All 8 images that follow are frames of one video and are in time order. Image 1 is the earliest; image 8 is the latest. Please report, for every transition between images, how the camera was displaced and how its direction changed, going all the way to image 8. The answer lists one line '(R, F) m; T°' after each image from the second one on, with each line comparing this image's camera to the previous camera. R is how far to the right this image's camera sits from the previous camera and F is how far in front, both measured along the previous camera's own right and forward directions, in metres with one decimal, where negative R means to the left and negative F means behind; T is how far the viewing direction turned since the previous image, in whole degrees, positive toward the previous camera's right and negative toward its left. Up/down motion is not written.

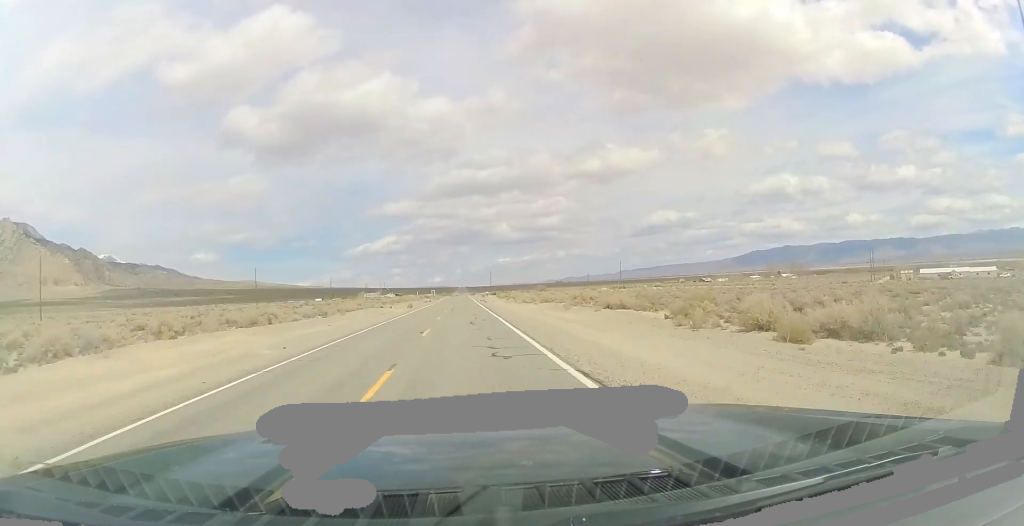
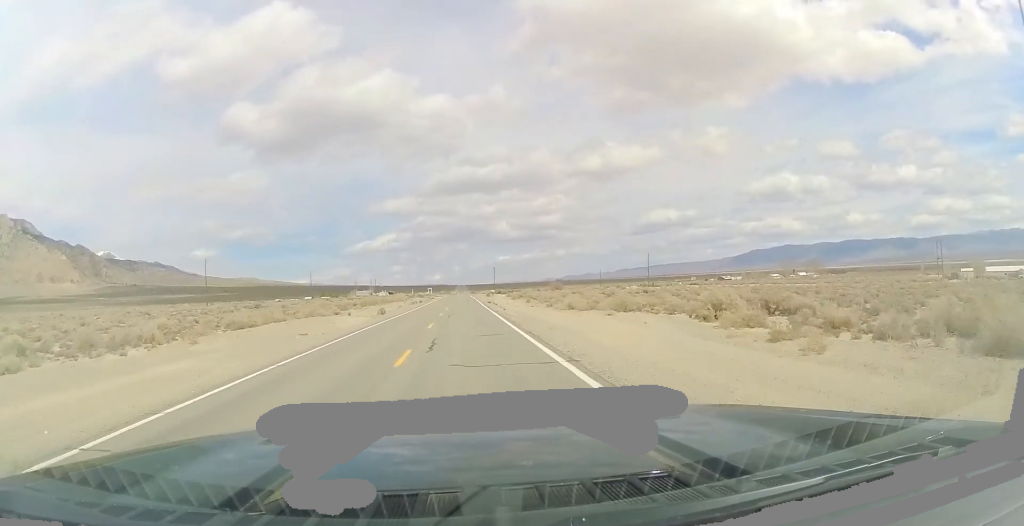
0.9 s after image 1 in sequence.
(+0.2, +32.8) m; +1°
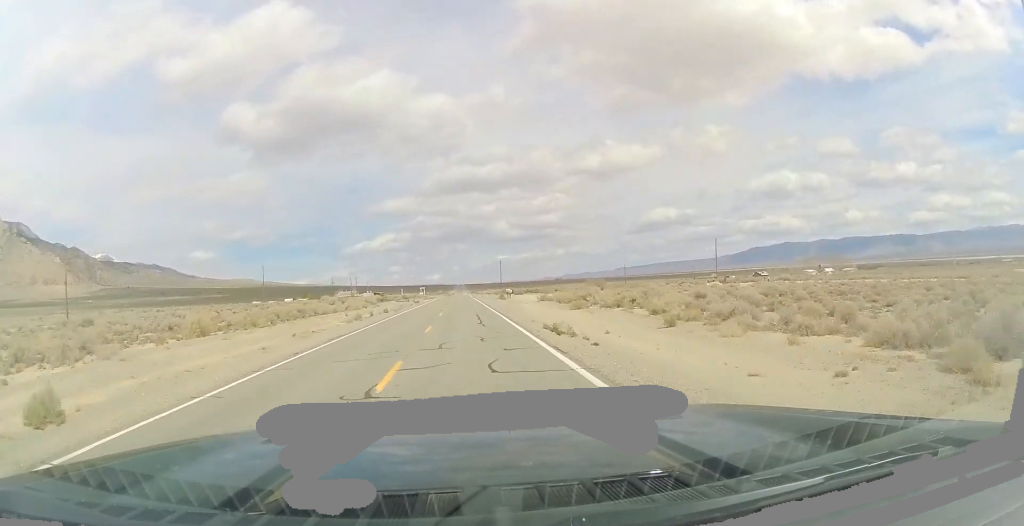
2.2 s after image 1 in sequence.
(+0.3, +51.5) m; 0°
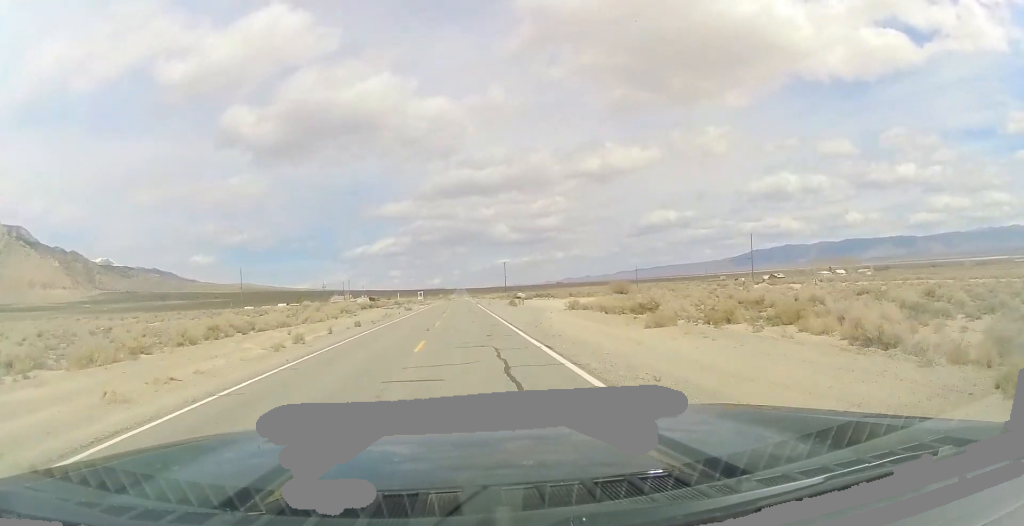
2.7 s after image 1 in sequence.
(-0.1, +17.6) m; 0°
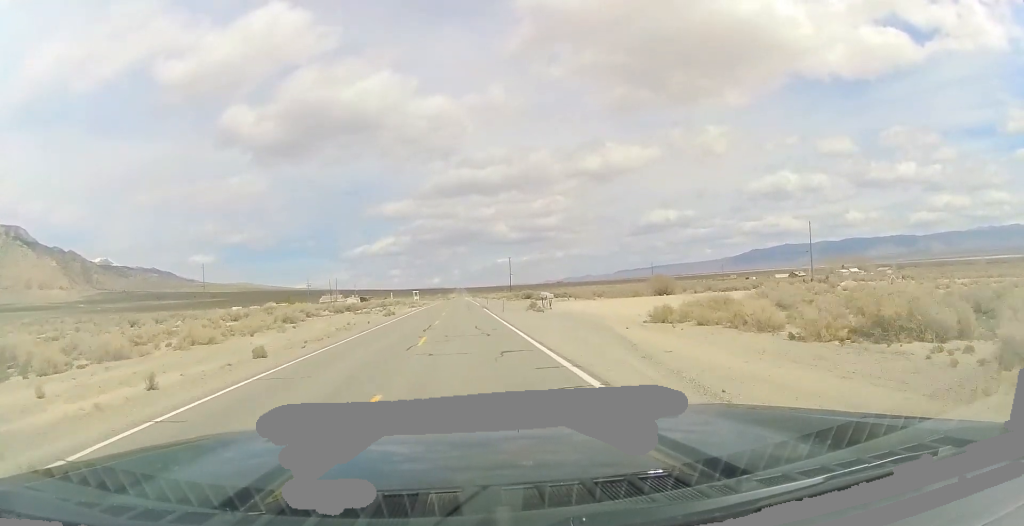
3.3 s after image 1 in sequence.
(+0.1, +22.6) m; 0°
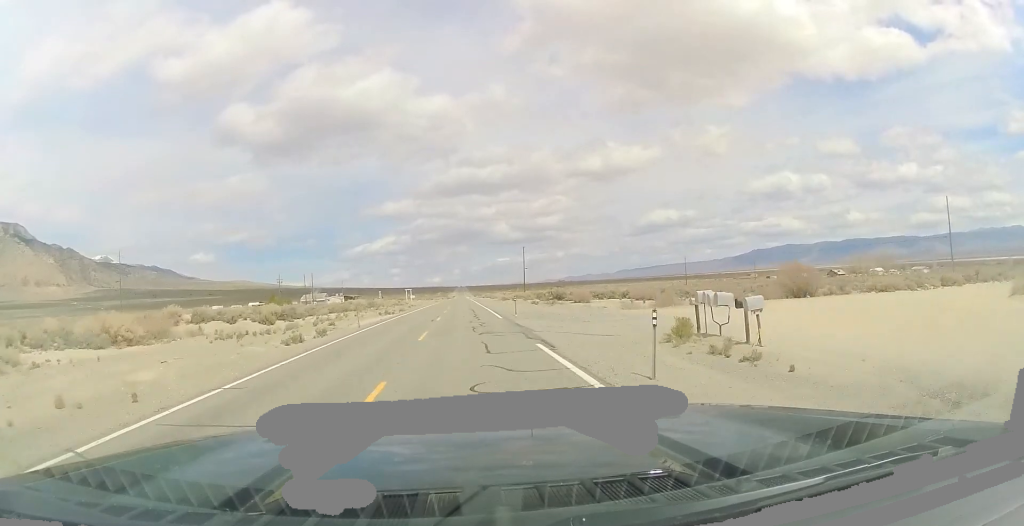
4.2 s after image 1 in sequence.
(0.0, +35.2) m; 0°
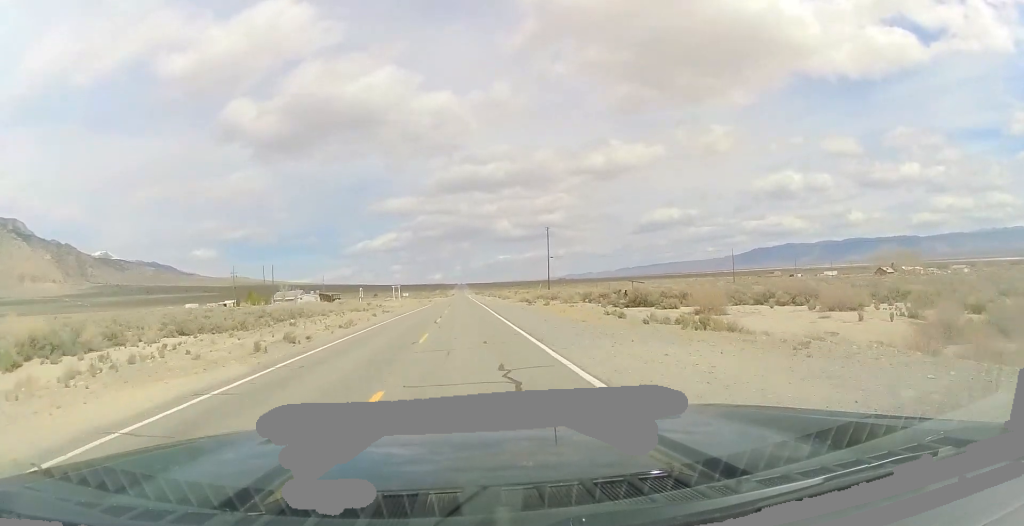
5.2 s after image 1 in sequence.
(-0.3, +37.5) m; 0°
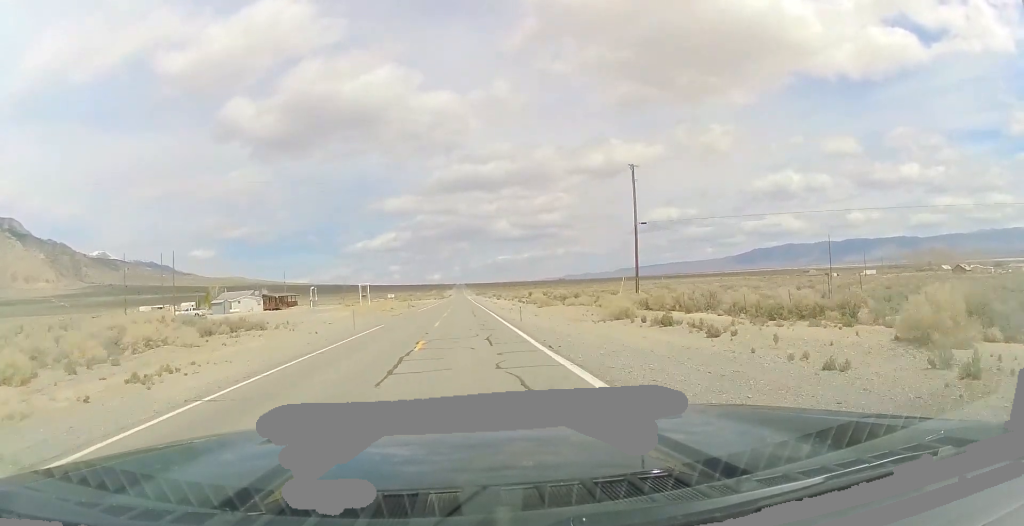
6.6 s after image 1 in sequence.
(+0.3, +50.8) m; +1°
